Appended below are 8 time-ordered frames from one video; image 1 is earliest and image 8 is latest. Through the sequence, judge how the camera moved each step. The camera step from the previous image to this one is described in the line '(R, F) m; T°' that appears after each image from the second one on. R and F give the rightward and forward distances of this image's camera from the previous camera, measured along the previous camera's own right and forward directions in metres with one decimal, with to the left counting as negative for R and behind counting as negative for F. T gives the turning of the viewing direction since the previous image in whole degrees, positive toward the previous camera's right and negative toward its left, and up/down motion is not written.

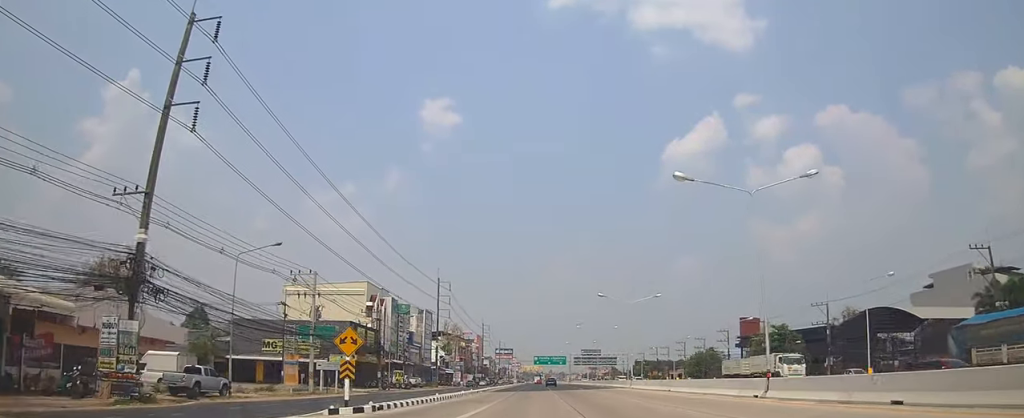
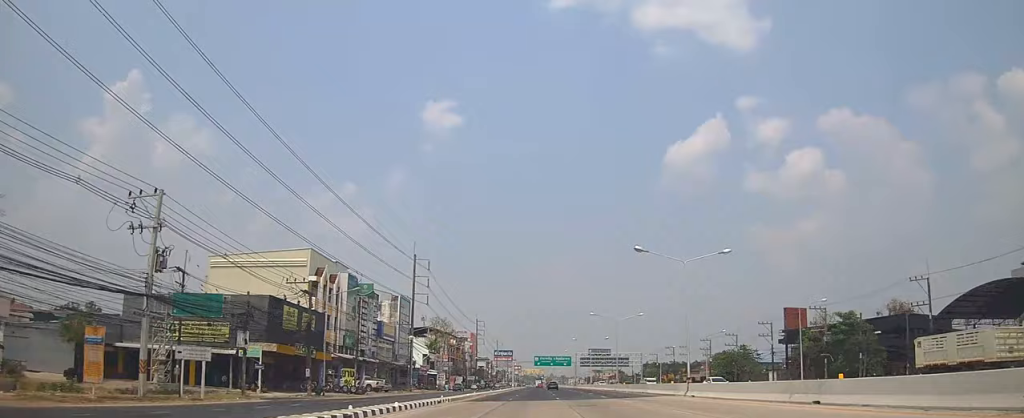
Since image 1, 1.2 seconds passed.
(+0.2, +21.8) m; +2°
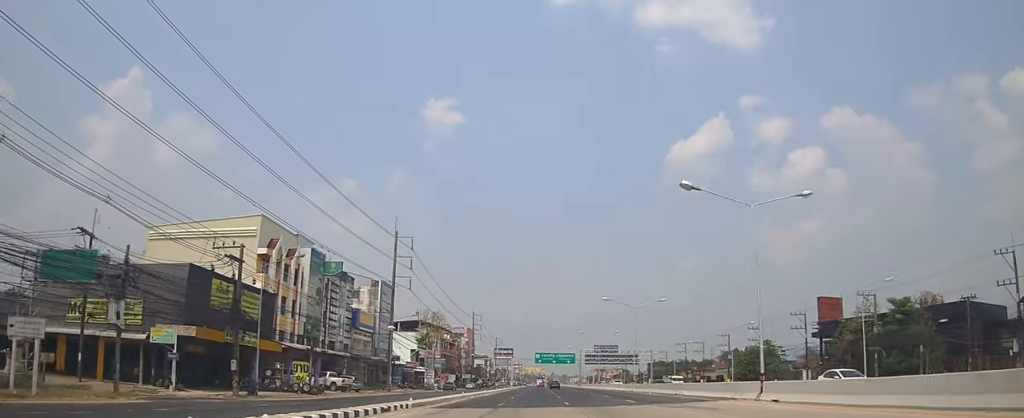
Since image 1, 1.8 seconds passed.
(+0.6, +12.4) m; 0°
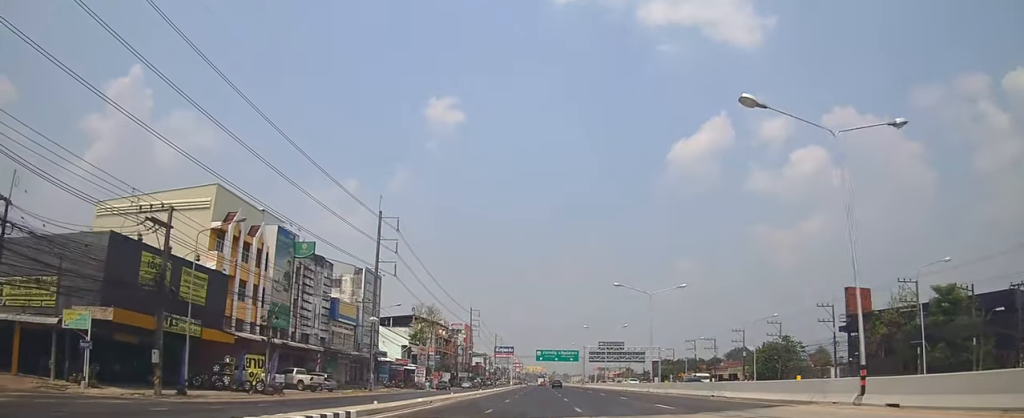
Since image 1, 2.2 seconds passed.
(-0.2, +8.3) m; -1°
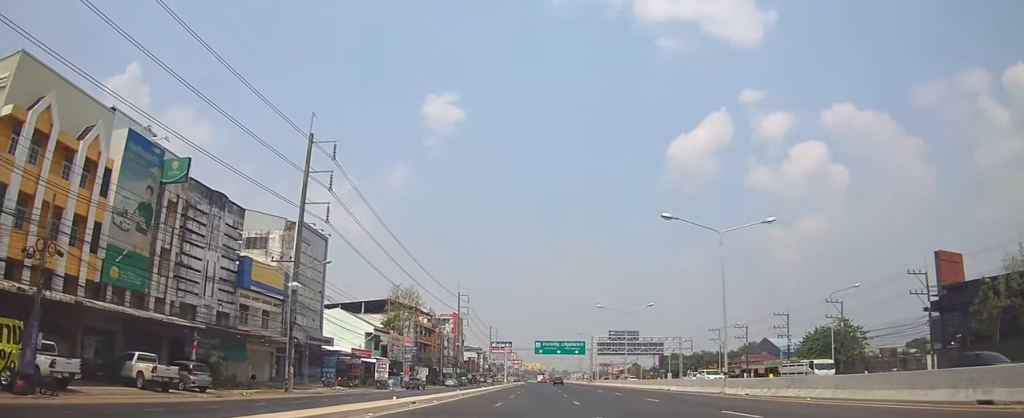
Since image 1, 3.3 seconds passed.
(-0.6, +20.9) m; -1°
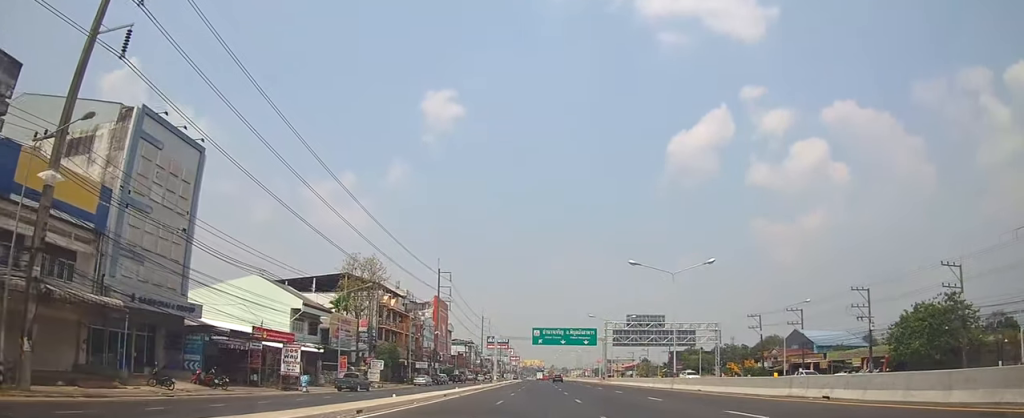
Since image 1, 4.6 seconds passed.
(+0.7, +24.2) m; +2°
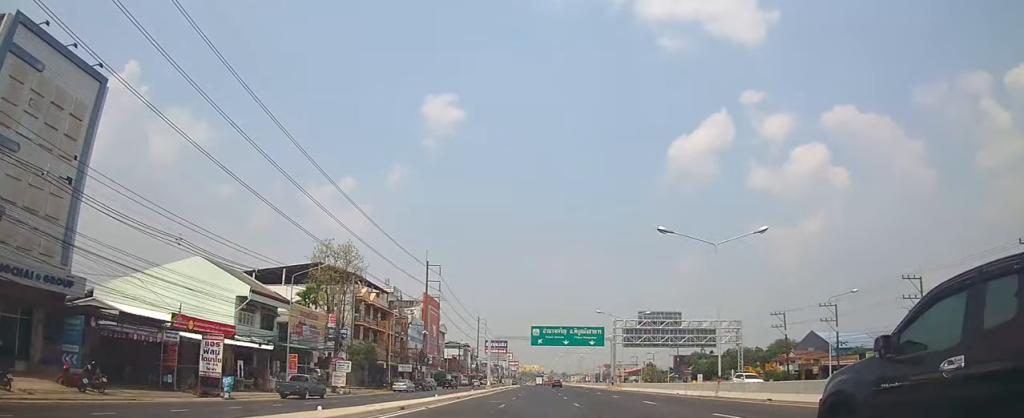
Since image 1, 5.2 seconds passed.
(0.0, +10.6) m; 0°
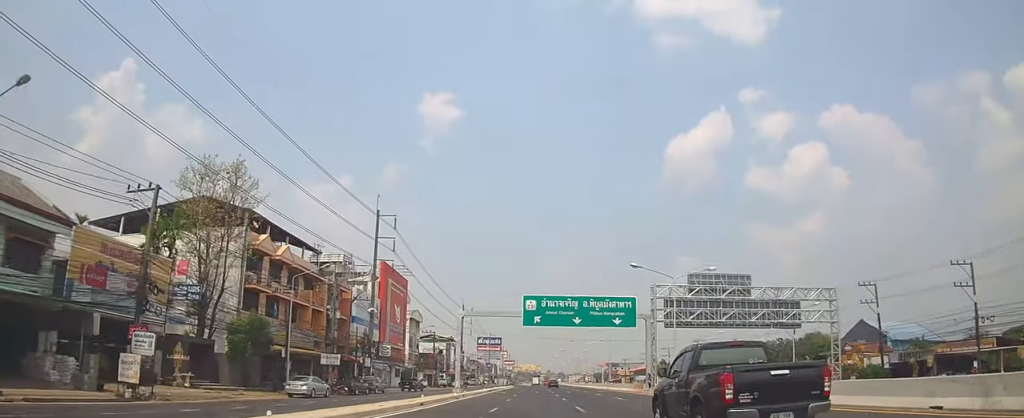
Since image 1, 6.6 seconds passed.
(-0.1, +27.3) m; 0°
